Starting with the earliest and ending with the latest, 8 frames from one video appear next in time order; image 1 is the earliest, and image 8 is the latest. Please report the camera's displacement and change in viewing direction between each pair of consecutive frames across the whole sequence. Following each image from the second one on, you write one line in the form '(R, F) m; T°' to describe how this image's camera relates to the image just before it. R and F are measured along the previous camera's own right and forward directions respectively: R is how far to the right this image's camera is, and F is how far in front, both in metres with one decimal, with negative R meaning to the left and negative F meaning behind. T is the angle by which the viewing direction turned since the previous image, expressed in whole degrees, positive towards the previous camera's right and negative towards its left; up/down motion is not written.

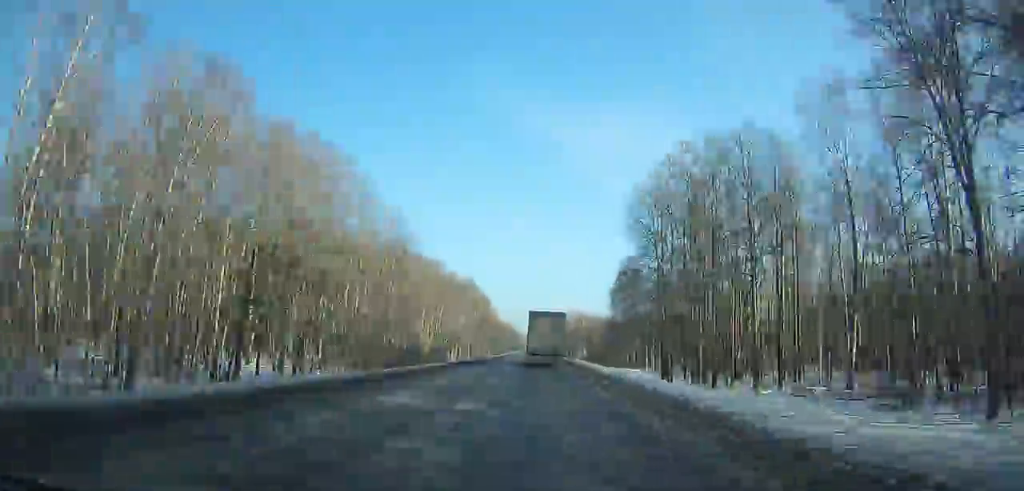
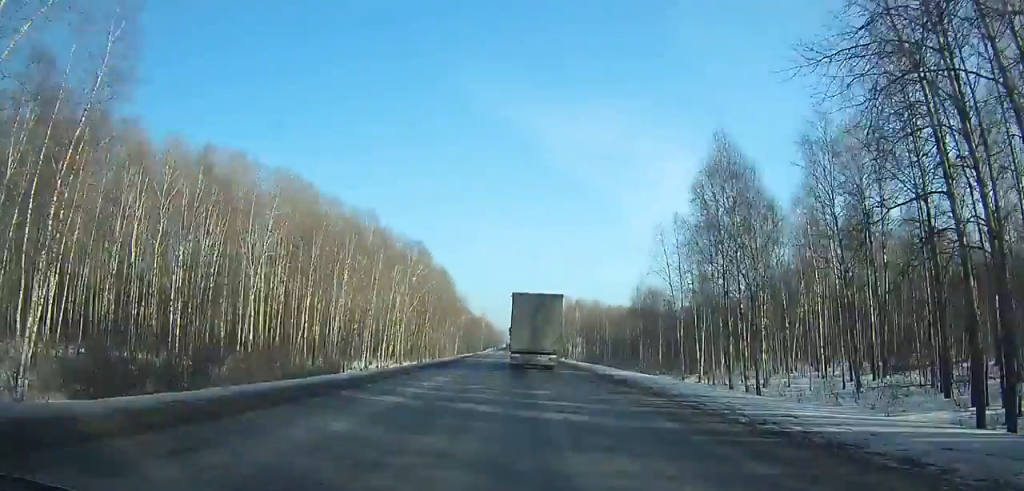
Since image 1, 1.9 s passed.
(+0.3, +49.0) m; 0°
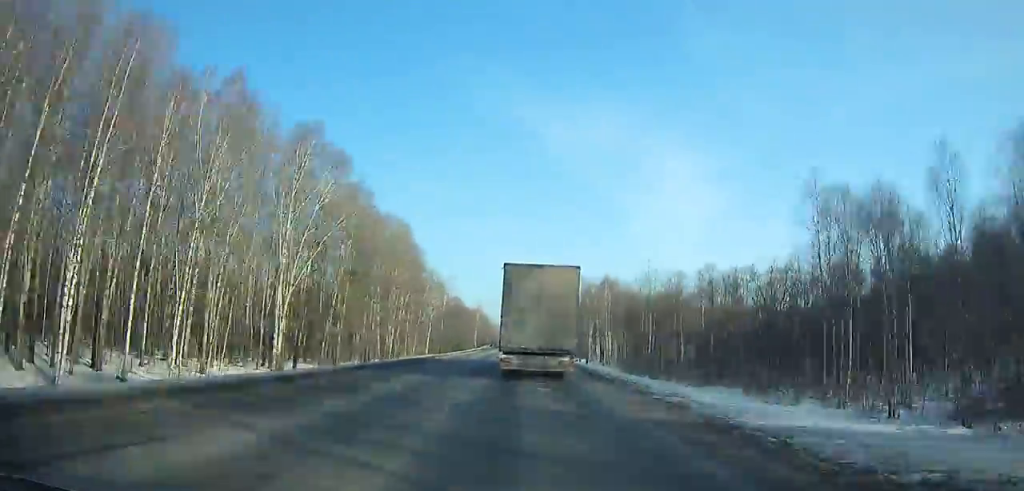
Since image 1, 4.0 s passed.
(+0.2, +52.3) m; 0°
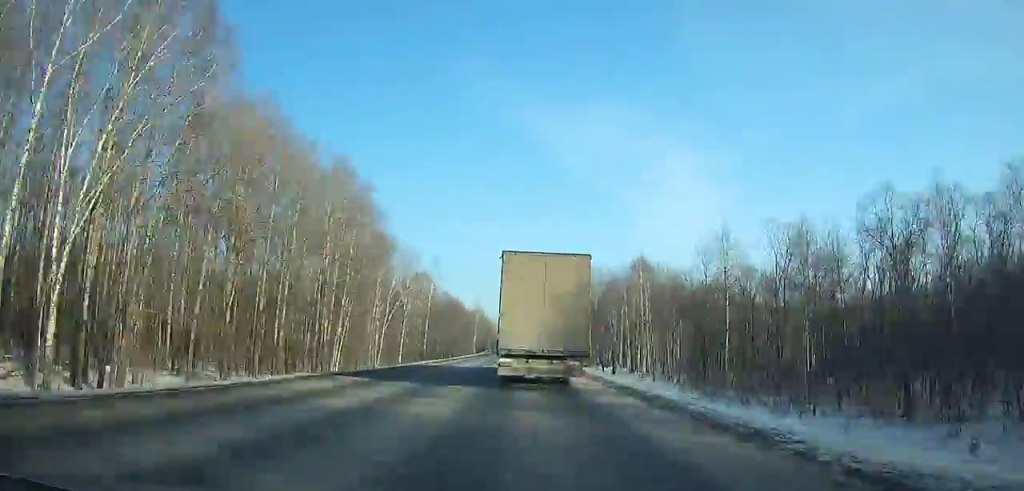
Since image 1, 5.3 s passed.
(-0.1, +29.8) m; 0°
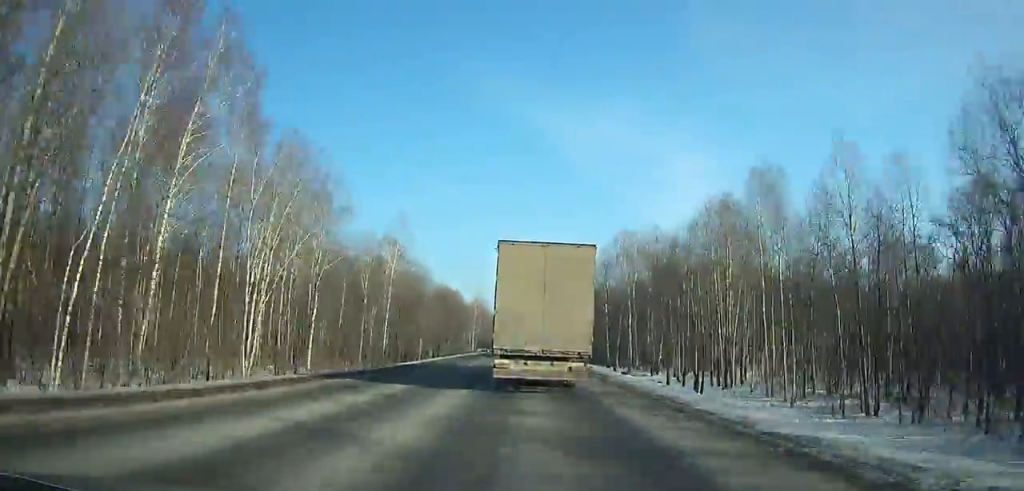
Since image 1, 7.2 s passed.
(-0.1, +42.8) m; 0°
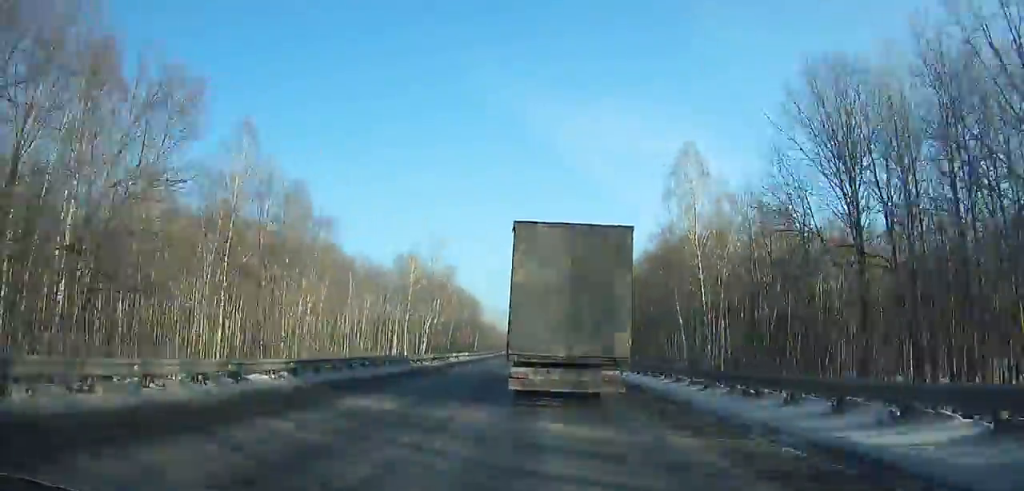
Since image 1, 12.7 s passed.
(-1.4, +117.0) m; -1°
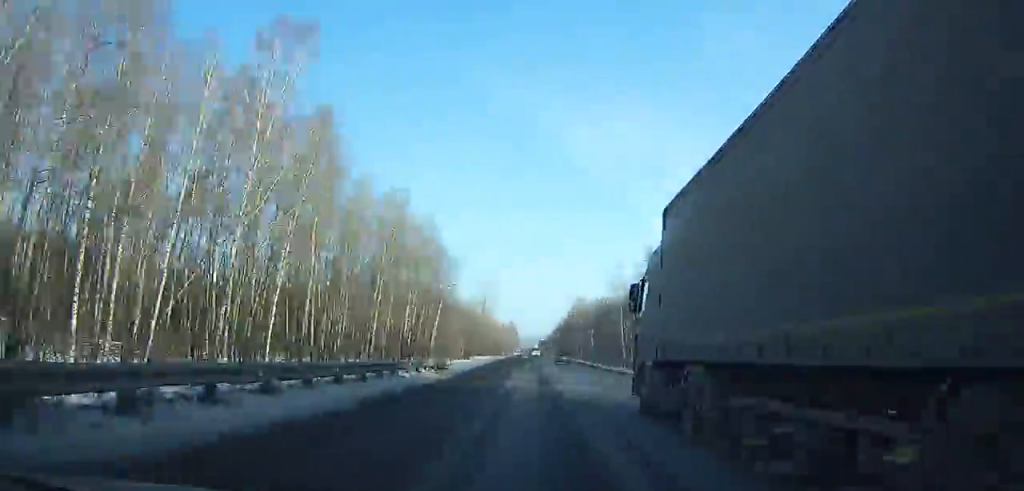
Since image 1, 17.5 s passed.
(+0.6, +108.7) m; +1°
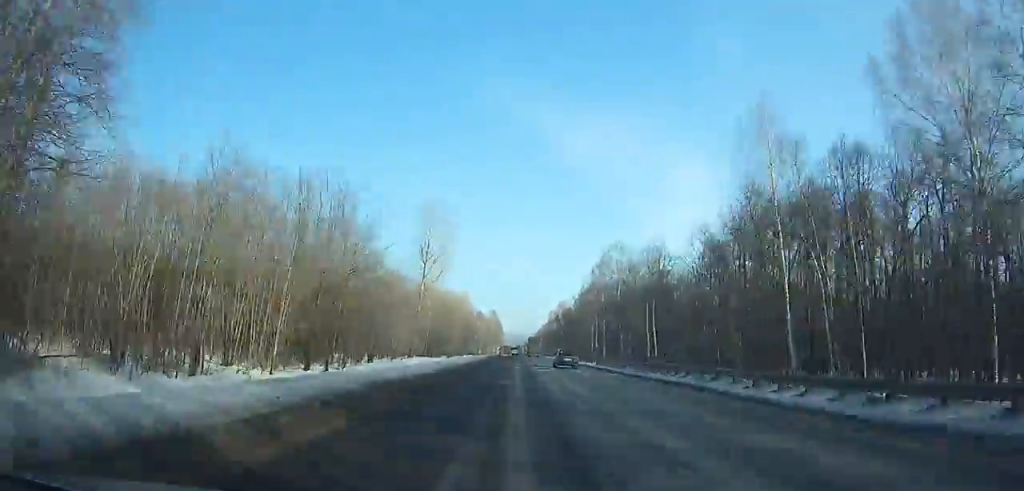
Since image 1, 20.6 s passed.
(+0.4, +77.2) m; 0°
